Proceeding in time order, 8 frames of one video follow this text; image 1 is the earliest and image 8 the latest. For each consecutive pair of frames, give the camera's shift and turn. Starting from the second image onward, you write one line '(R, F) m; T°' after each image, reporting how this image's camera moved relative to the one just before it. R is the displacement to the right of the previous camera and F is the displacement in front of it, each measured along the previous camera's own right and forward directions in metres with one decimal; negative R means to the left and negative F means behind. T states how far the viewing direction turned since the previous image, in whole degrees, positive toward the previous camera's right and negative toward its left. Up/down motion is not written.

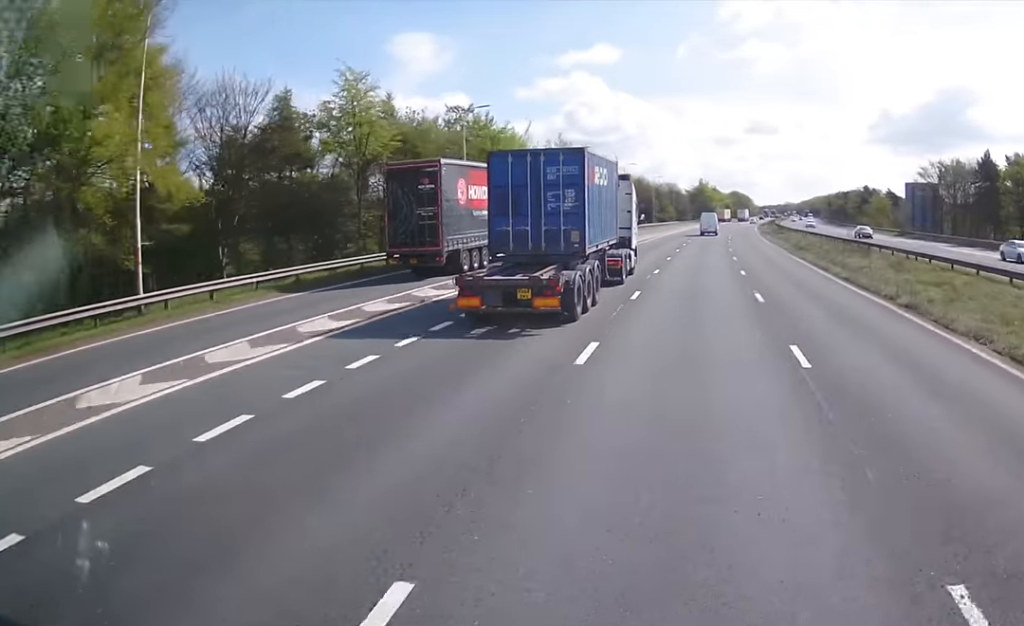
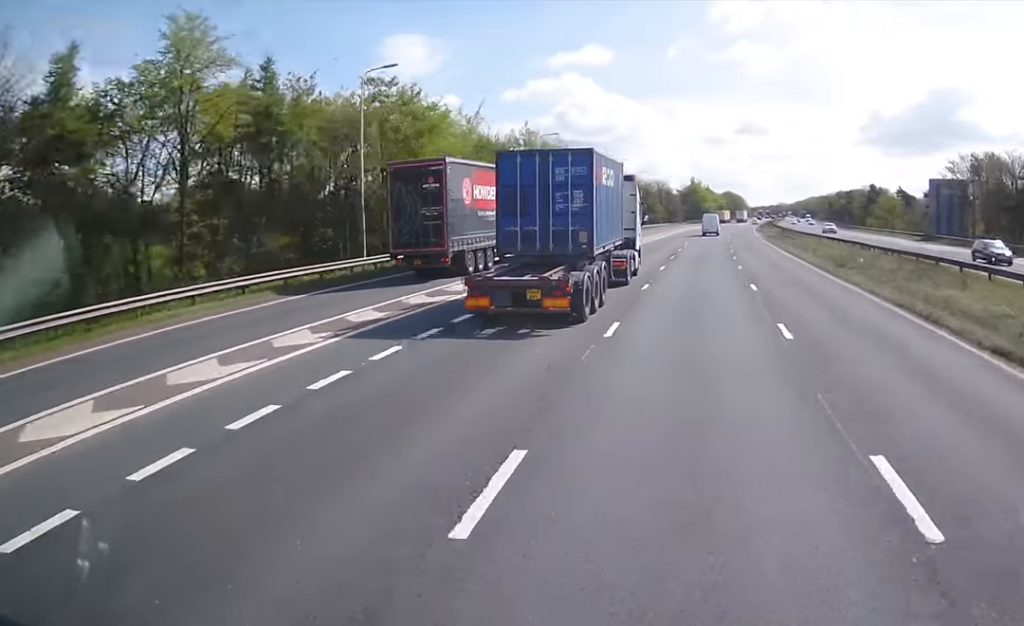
(0.0, +14.8) m; +1°
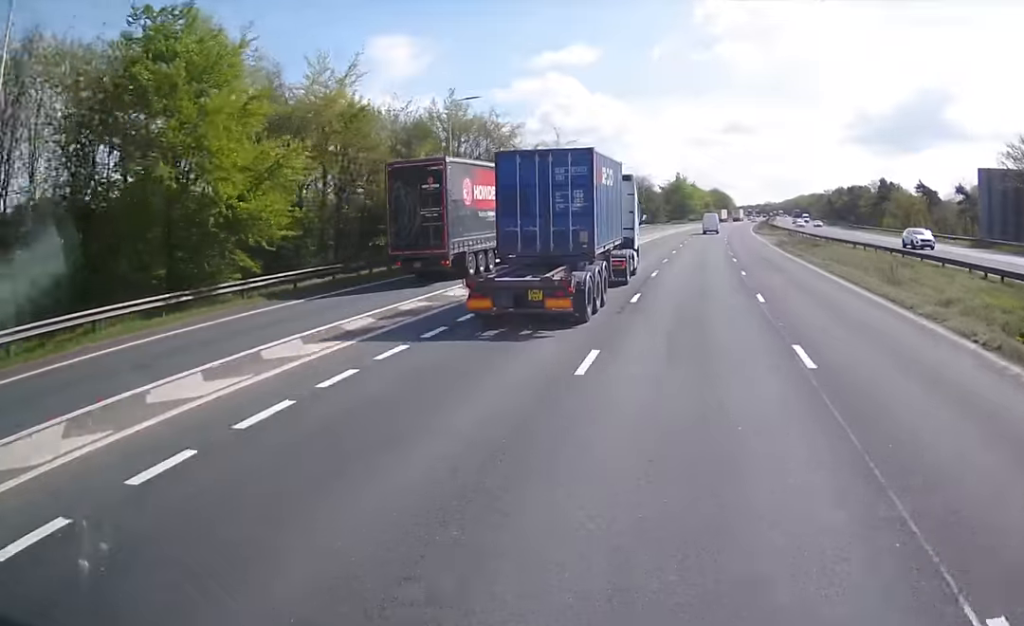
(+0.4, +20.8) m; +2°
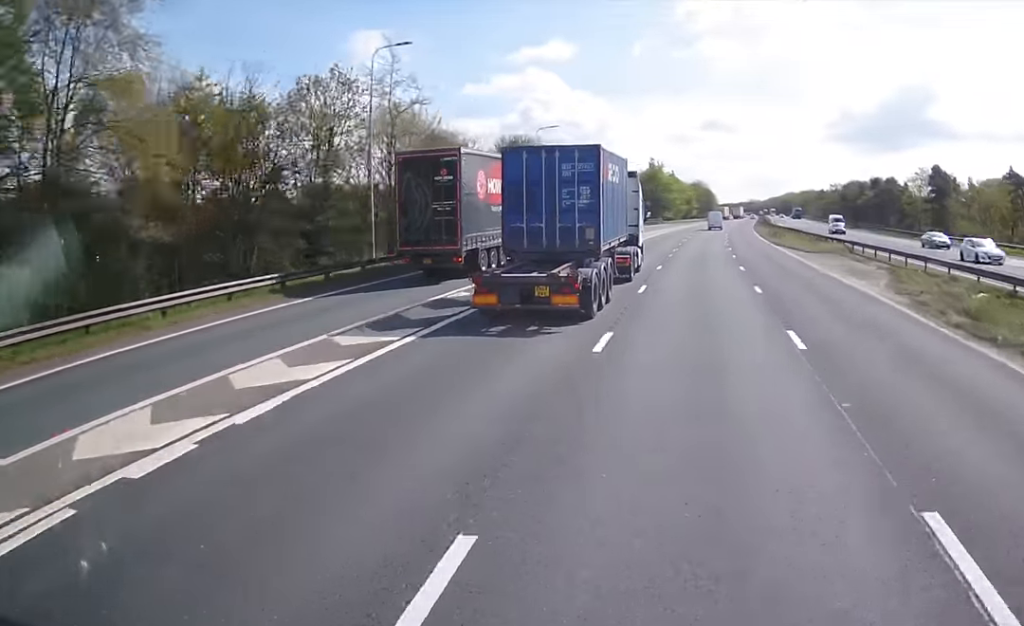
(0.0, +42.6) m; 0°
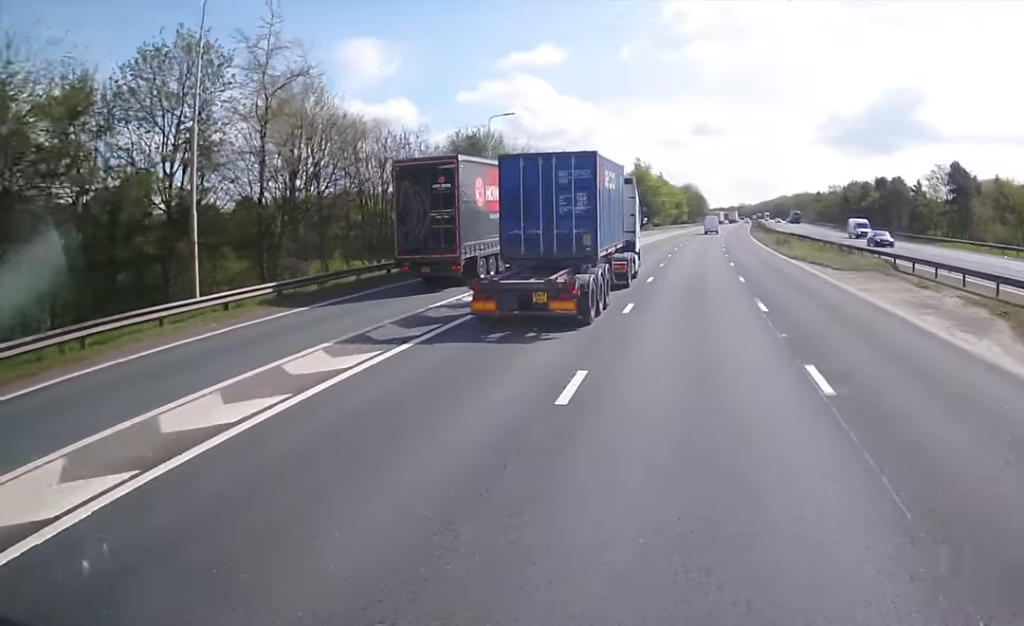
(+0.3, +11.9) m; +1°
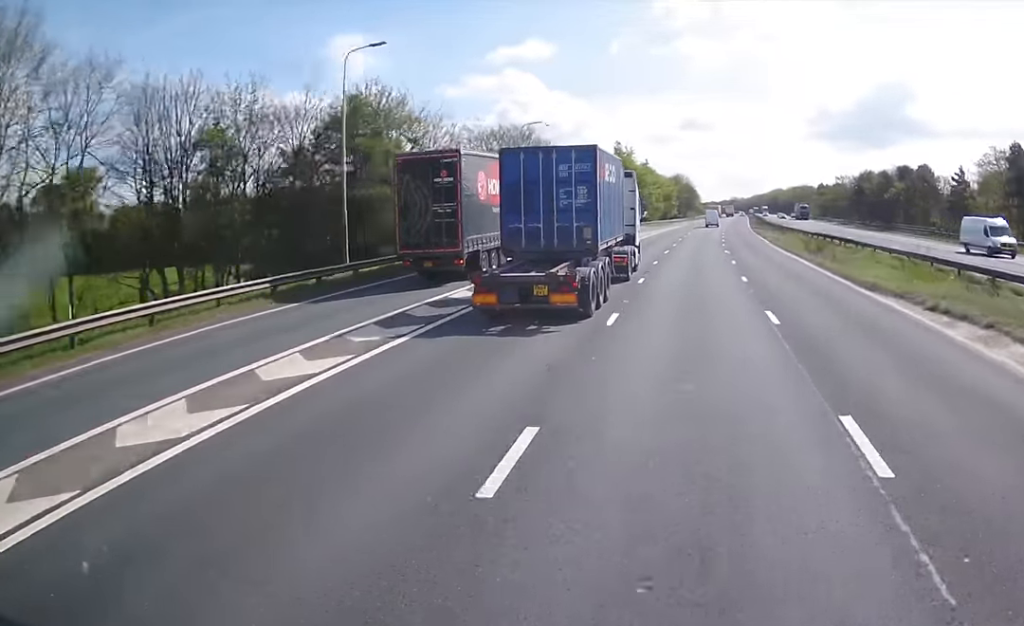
(+0.3, +20.8) m; +1°
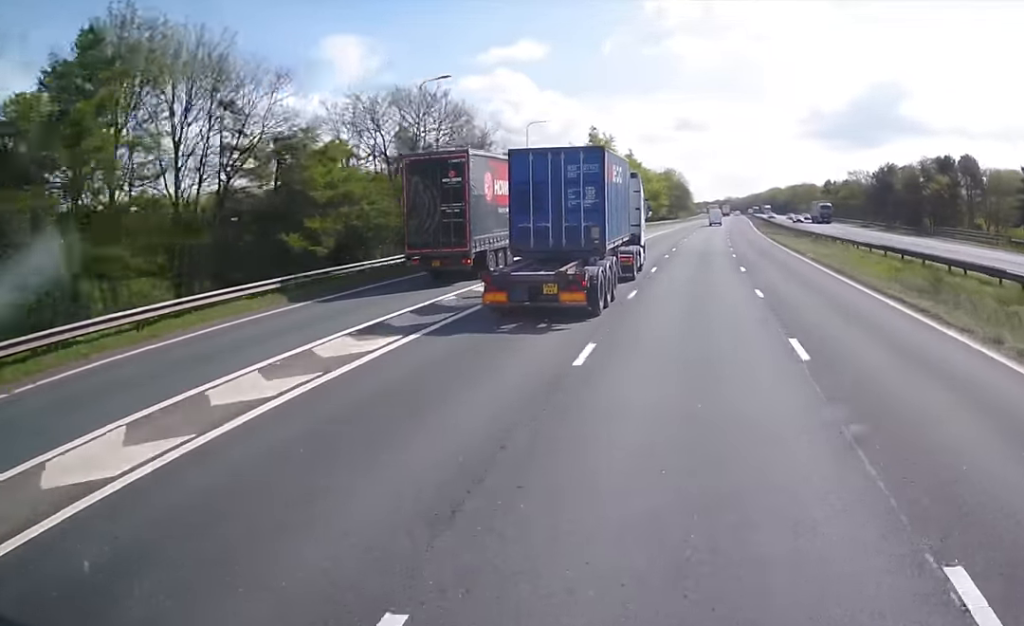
(+0.1, +21.3) m; +1°
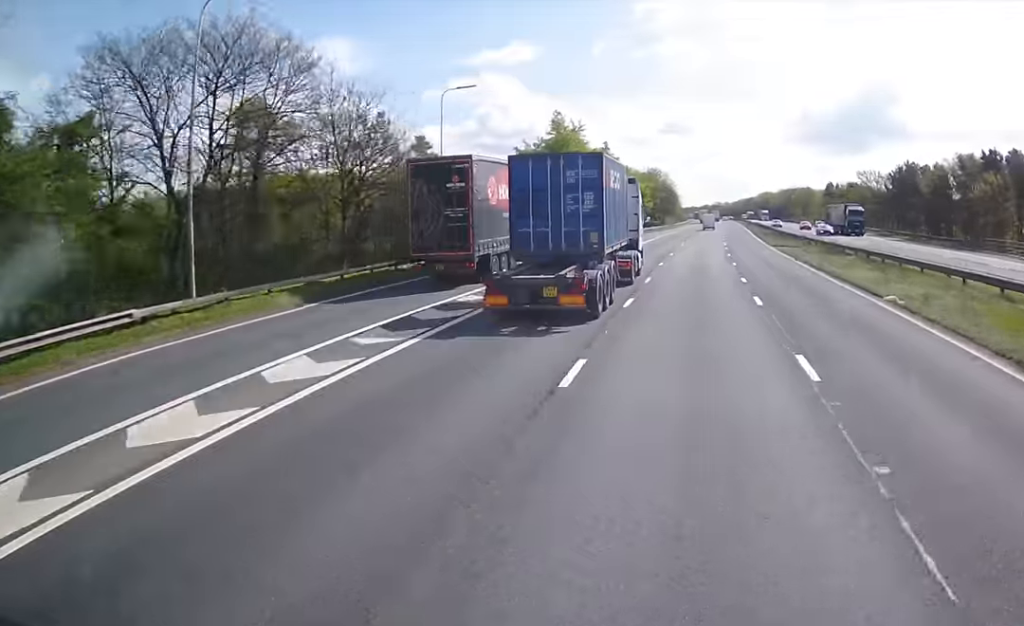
(+0.1, +18.1) m; +1°
